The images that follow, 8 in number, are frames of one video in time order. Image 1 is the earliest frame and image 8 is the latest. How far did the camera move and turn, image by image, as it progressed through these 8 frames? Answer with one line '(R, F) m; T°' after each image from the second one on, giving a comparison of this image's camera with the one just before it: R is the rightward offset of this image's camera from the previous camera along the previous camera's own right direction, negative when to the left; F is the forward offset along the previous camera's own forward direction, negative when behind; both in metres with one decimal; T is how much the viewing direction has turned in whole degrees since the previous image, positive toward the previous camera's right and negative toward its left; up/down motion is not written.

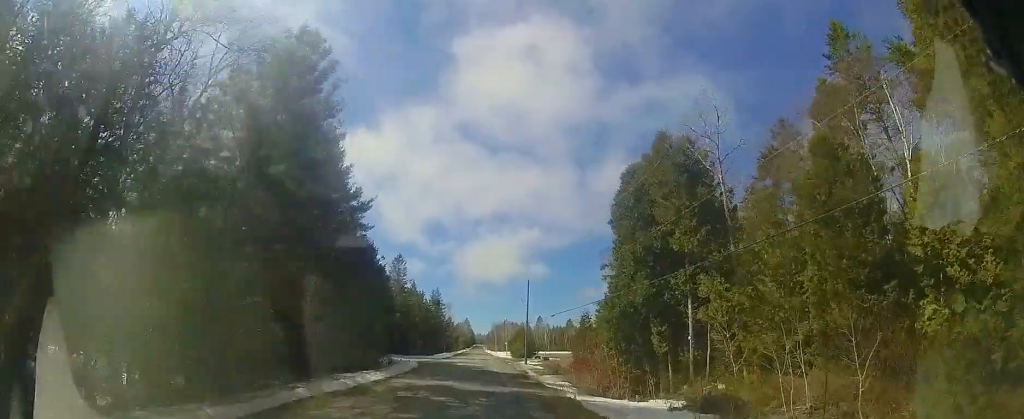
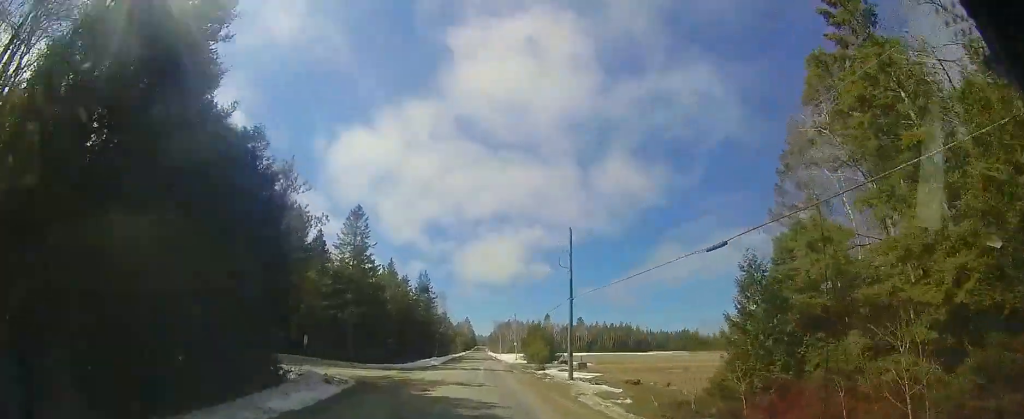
(-0.7, +19.7) m; -1°
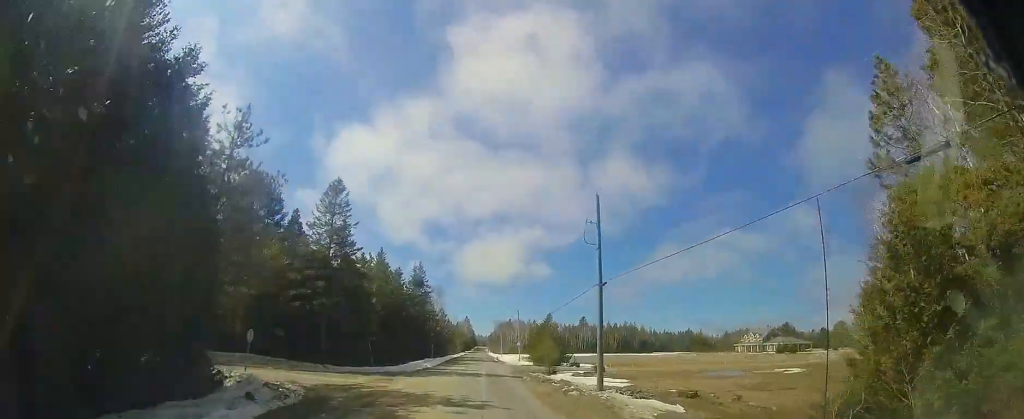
(0.0, +5.7) m; 0°
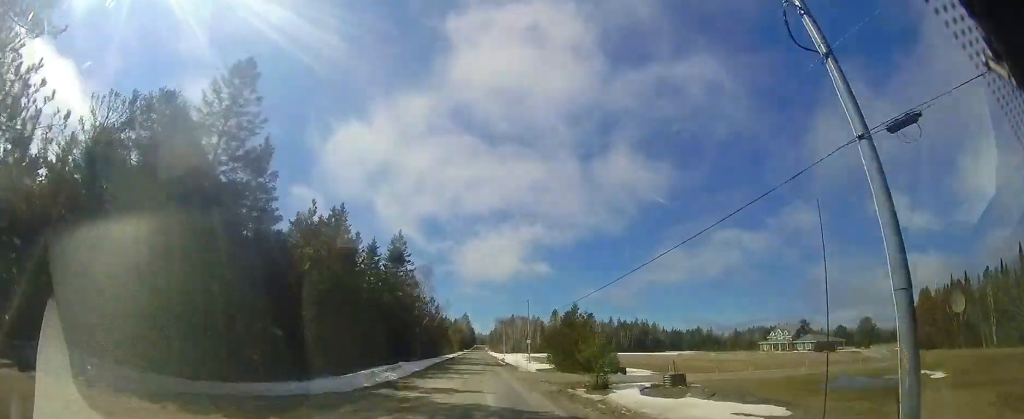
(-0.1, +14.2) m; -1°
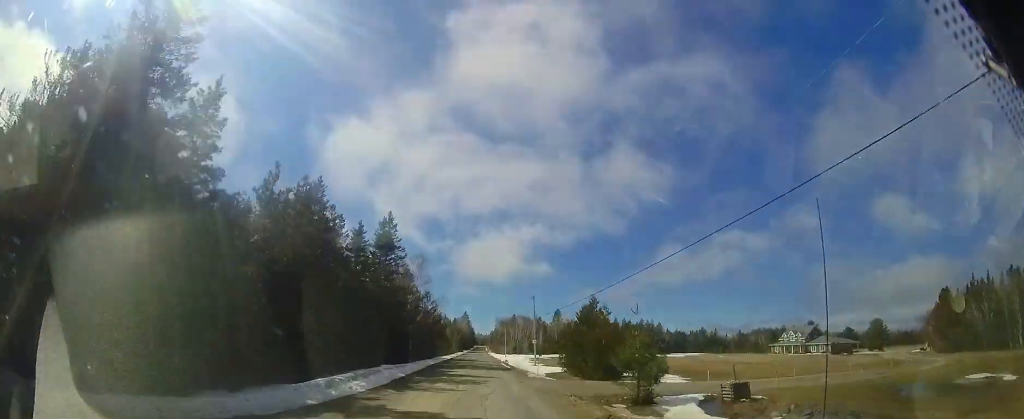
(0.0, +5.6) m; 0°
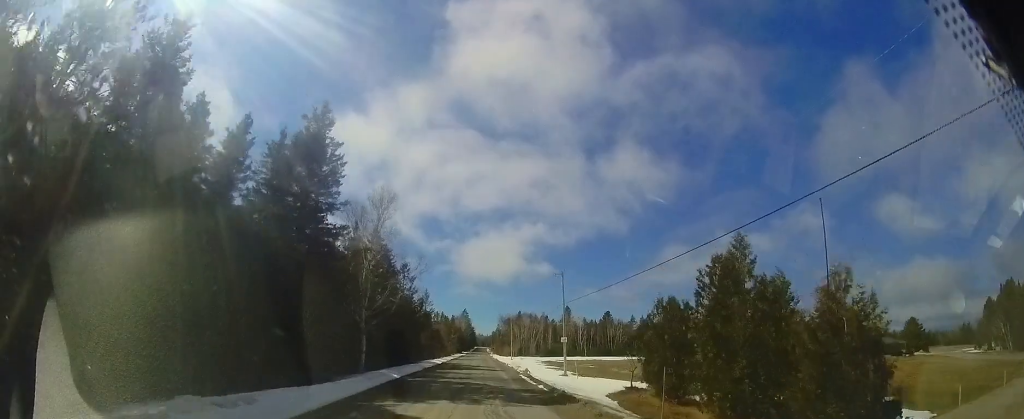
(0.0, +17.0) m; +2°
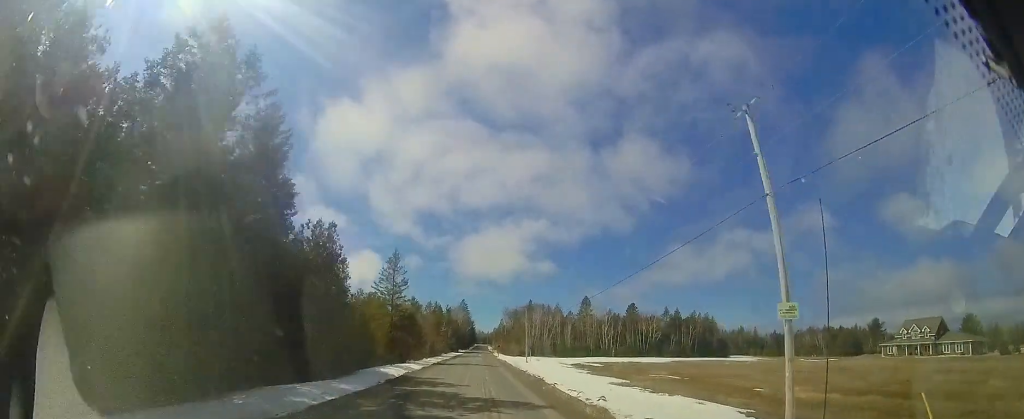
(0.0, +25.5) m; +1°
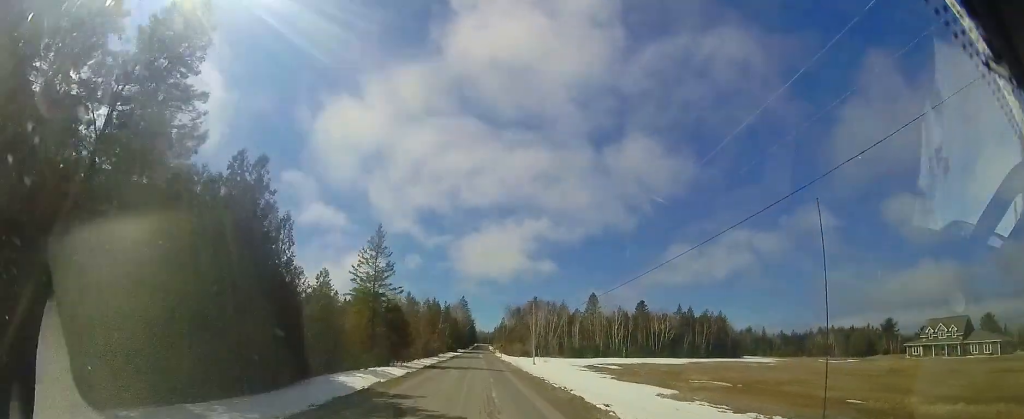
(+0.3, +7.2) m; +1°
